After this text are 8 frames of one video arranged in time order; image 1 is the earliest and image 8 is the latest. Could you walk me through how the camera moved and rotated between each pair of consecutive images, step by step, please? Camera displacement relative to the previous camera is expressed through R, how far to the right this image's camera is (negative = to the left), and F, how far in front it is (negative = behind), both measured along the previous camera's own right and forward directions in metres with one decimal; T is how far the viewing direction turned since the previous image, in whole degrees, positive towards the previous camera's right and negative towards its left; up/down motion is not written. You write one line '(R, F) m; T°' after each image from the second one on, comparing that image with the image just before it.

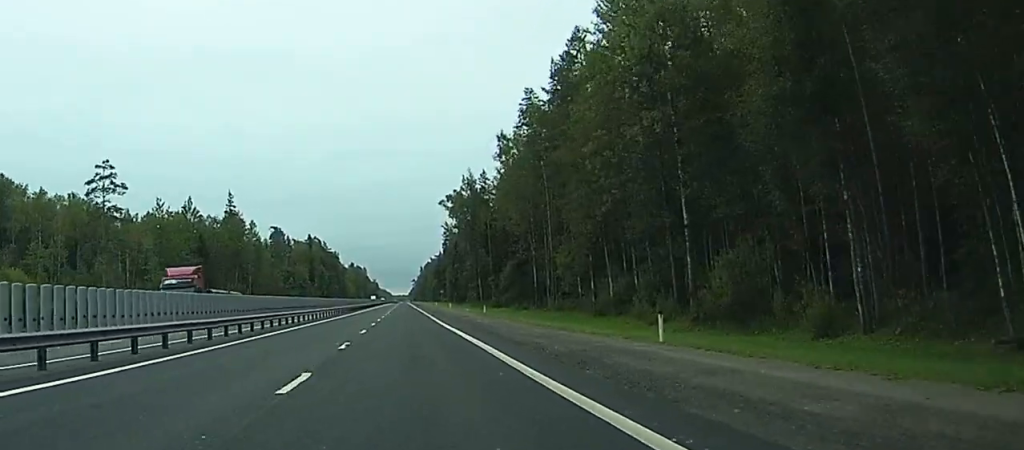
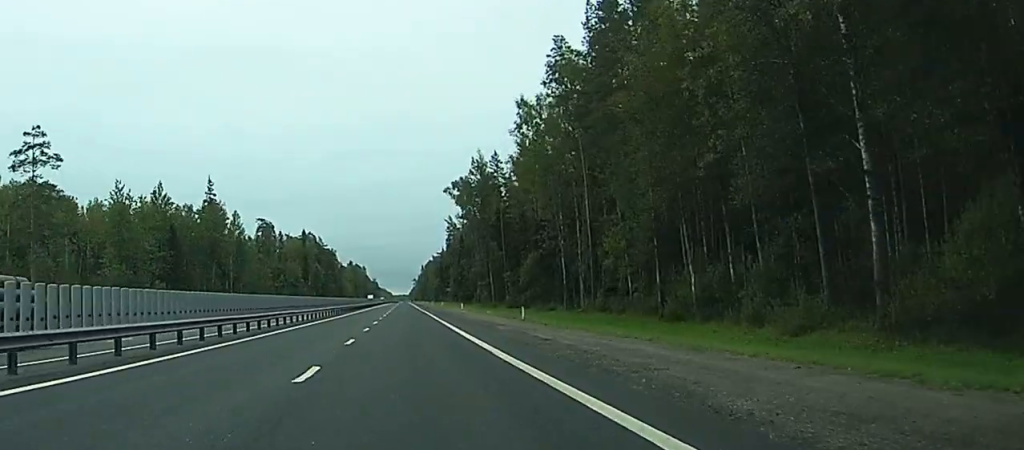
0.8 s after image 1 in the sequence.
(+0.3, +22.4) m; +1°
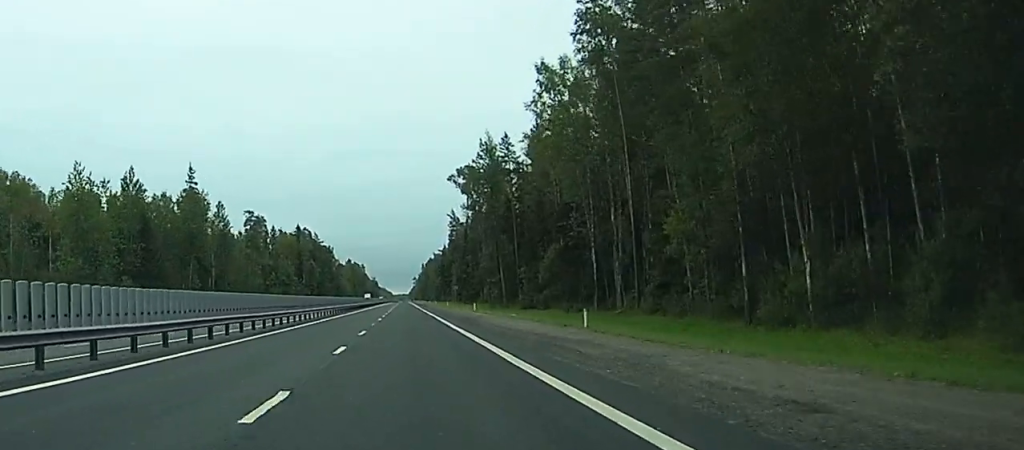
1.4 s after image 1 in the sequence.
(+0.1, +16.8) m; 0°
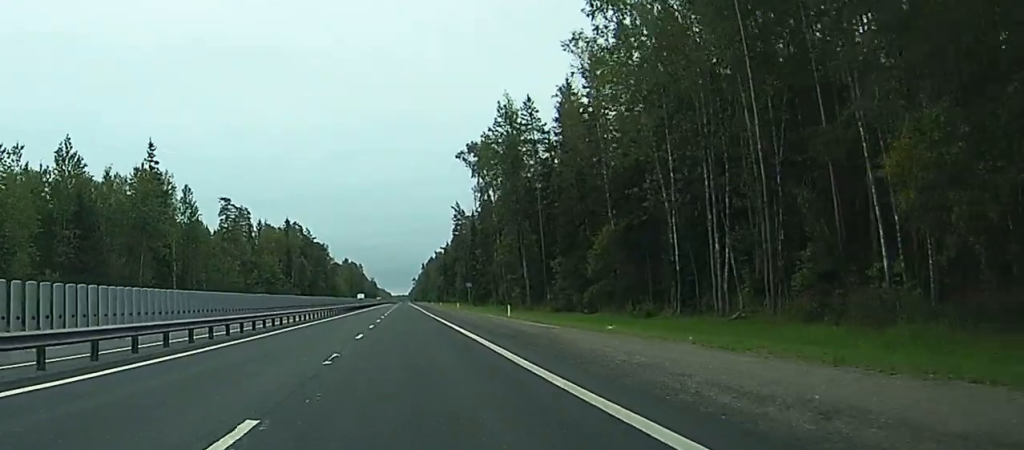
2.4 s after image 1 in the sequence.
(0.0, +27.0) m; 0°
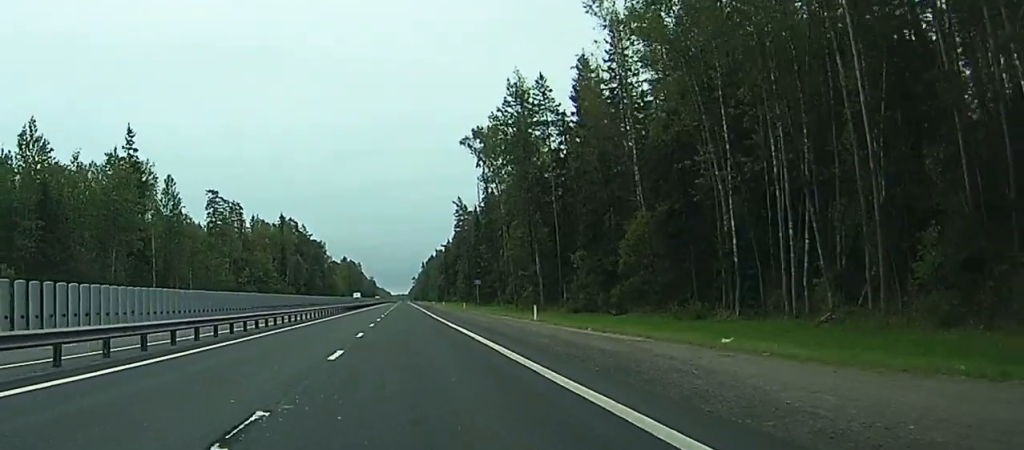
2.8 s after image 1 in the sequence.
(0.0, +11.2) m; 0°
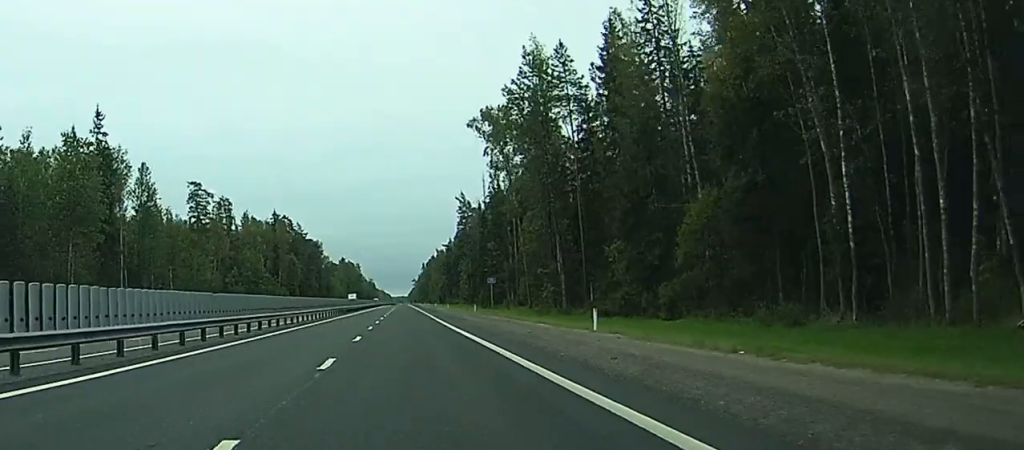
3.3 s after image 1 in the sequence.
(0.0, +13.9) m; 0°
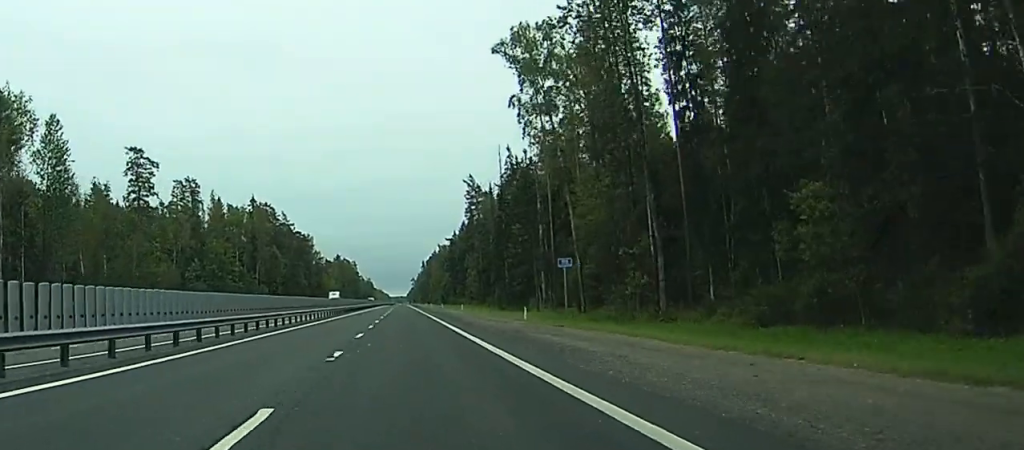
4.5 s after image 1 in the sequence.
(-0.2, +33.4) m; 0°
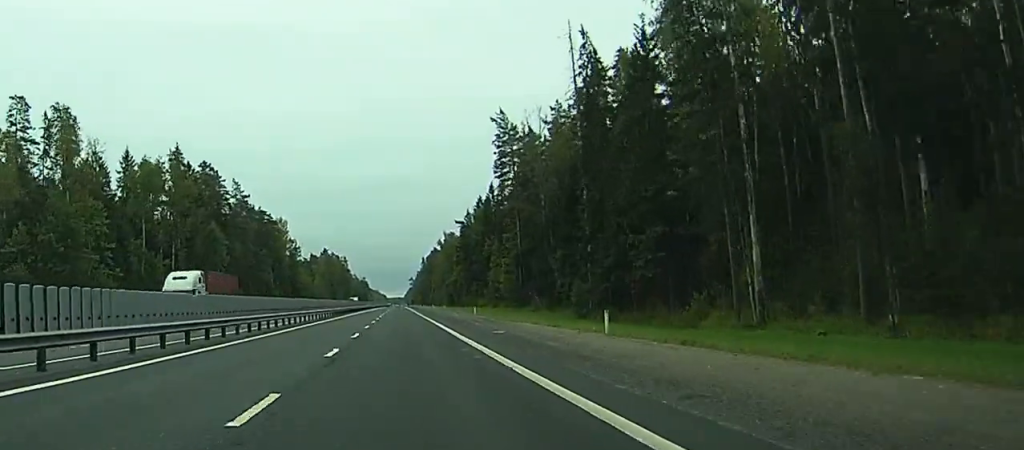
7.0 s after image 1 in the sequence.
(+0.1, +69.7) m; 0°
